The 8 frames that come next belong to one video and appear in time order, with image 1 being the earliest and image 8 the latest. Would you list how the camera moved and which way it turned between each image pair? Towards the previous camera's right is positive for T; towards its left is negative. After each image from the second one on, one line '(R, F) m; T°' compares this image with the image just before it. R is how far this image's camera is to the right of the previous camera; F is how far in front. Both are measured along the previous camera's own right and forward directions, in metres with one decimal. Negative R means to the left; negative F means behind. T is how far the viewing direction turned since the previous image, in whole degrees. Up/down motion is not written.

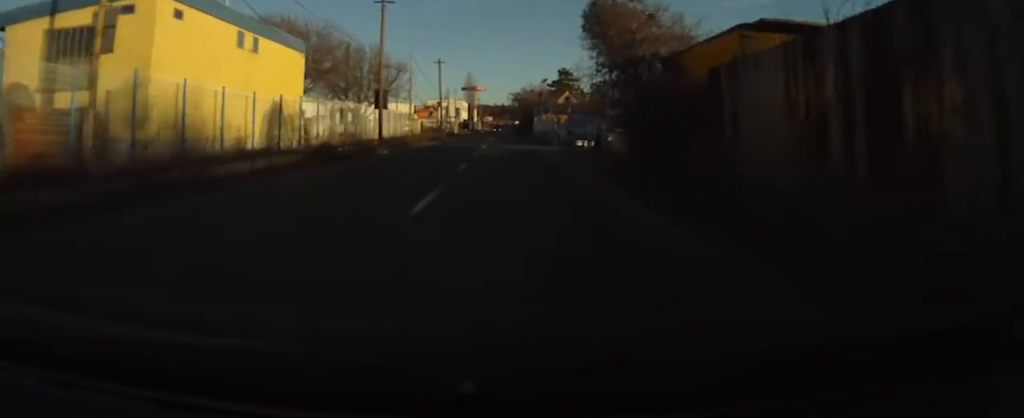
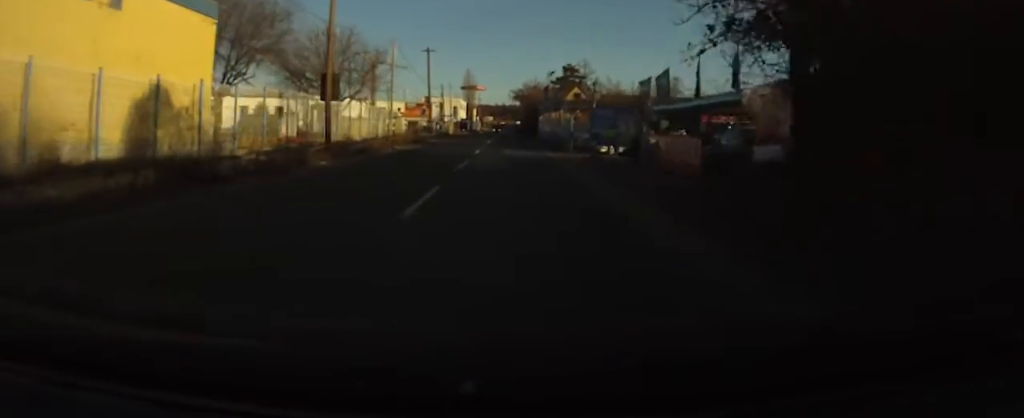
(0.0, +9.7) m; 0°
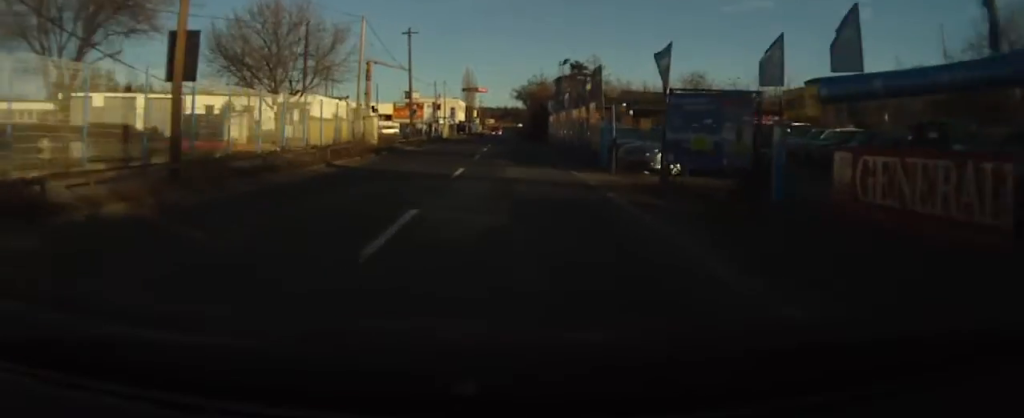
(0.0, +11.4) m; 0°
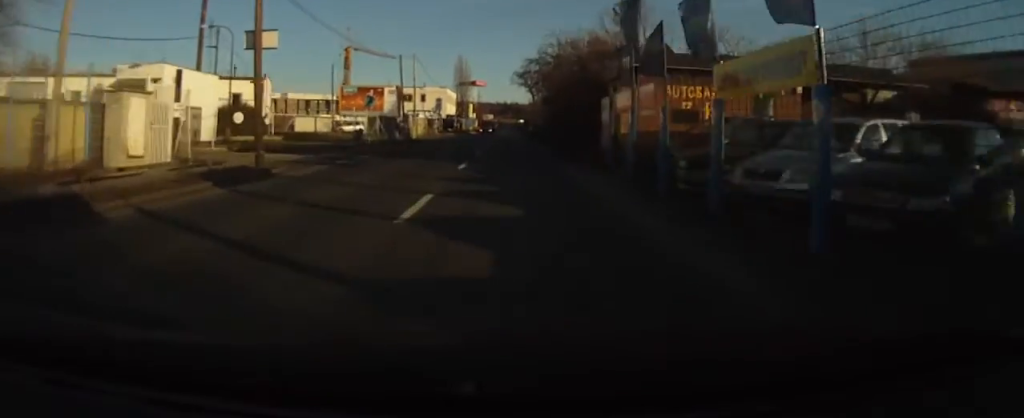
(0.0, +30.0) m; -6°
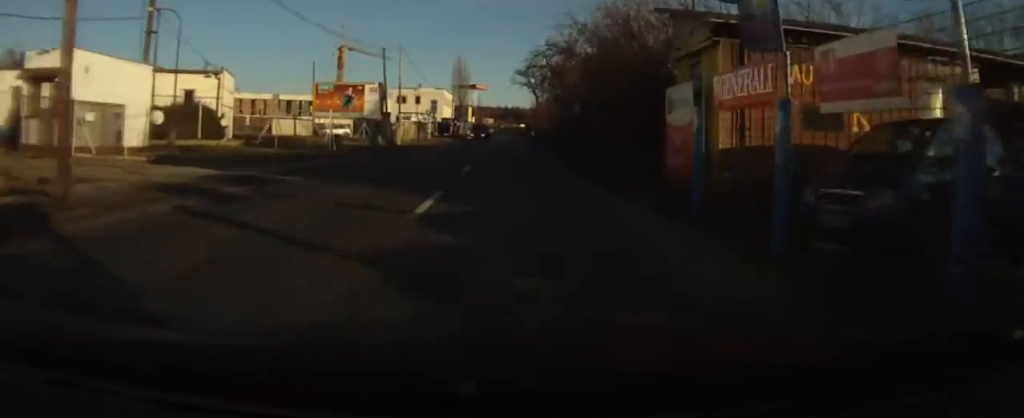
(+0.1, +9.0) m; -4°
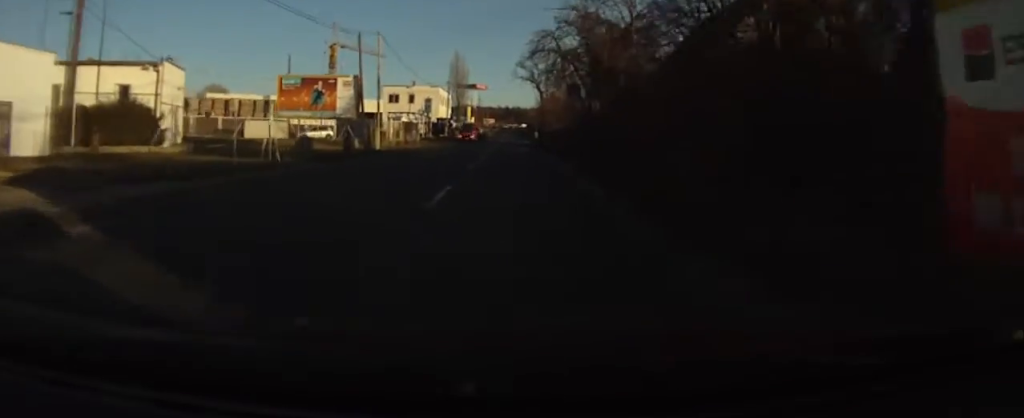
(-1.6, +8.7) m; 0°
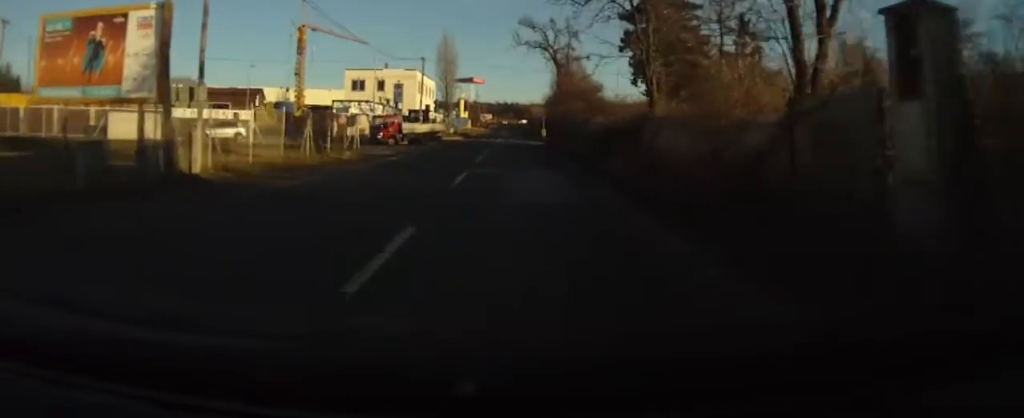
(+3.3, +24.8) m; +16°
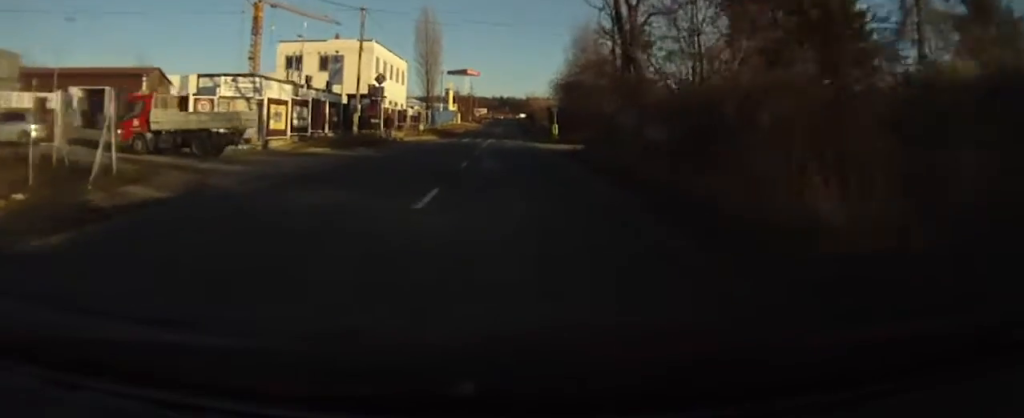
(+1.5, +23.4) m; +1°
